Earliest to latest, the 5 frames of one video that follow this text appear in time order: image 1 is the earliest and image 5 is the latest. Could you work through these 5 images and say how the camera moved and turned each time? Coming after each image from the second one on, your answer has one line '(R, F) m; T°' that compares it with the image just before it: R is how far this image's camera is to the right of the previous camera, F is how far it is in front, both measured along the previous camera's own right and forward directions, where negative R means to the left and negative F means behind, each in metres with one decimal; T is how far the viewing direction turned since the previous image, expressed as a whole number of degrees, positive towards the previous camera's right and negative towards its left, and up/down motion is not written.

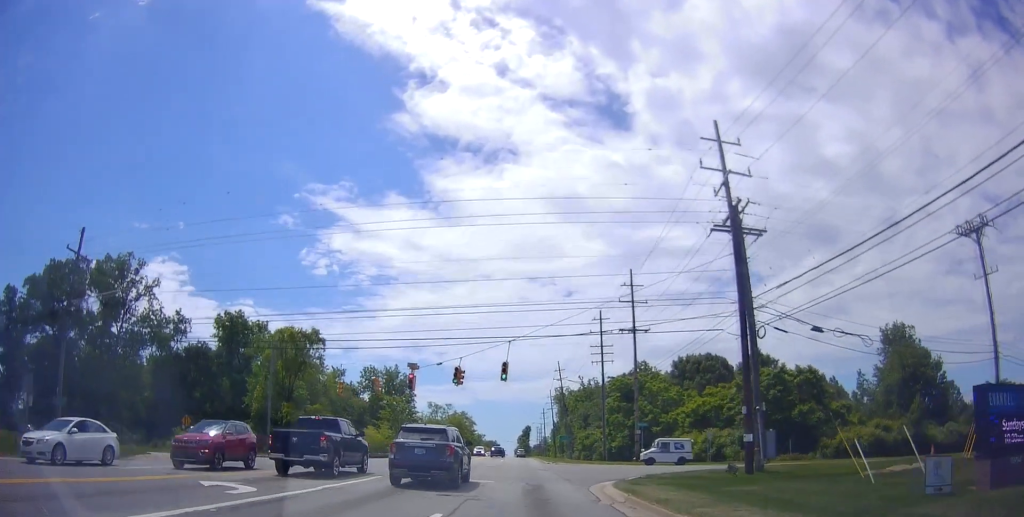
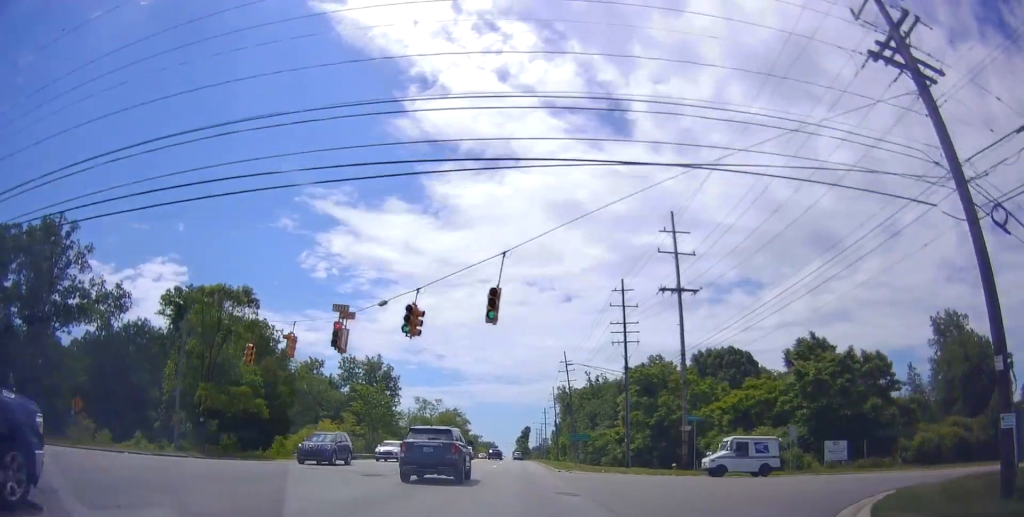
(+0.4, +16.7) m; 0°
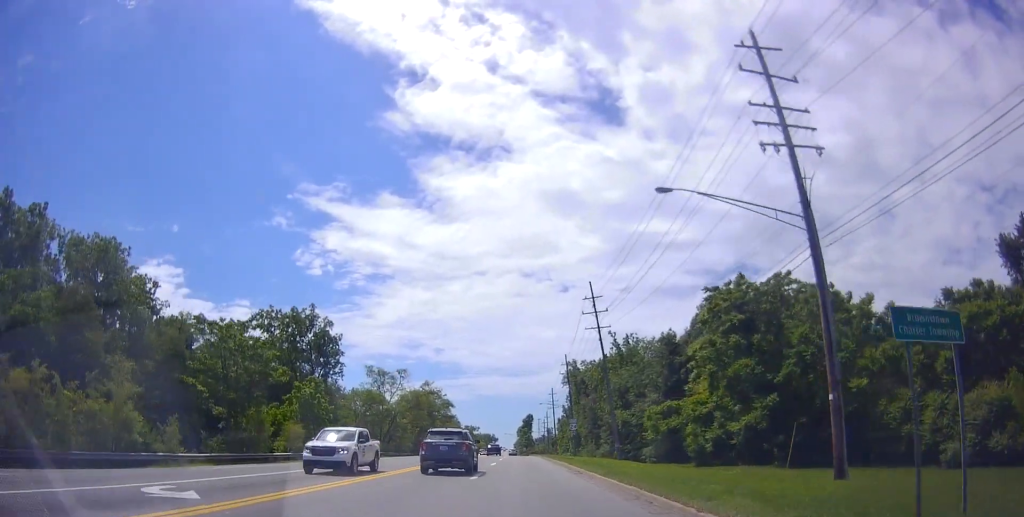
(+0.4, +39.7) m; +2°
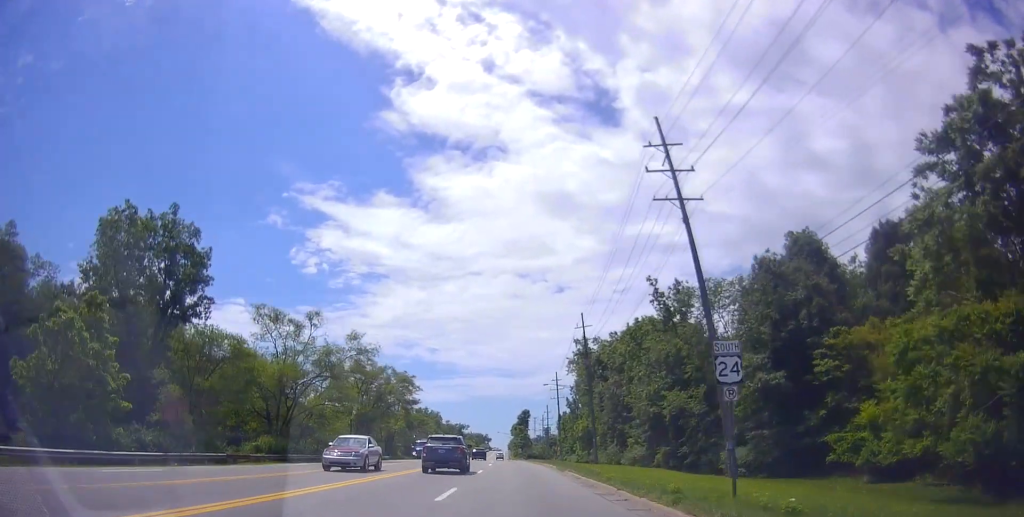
(-0.6, +36.8) m; -1°
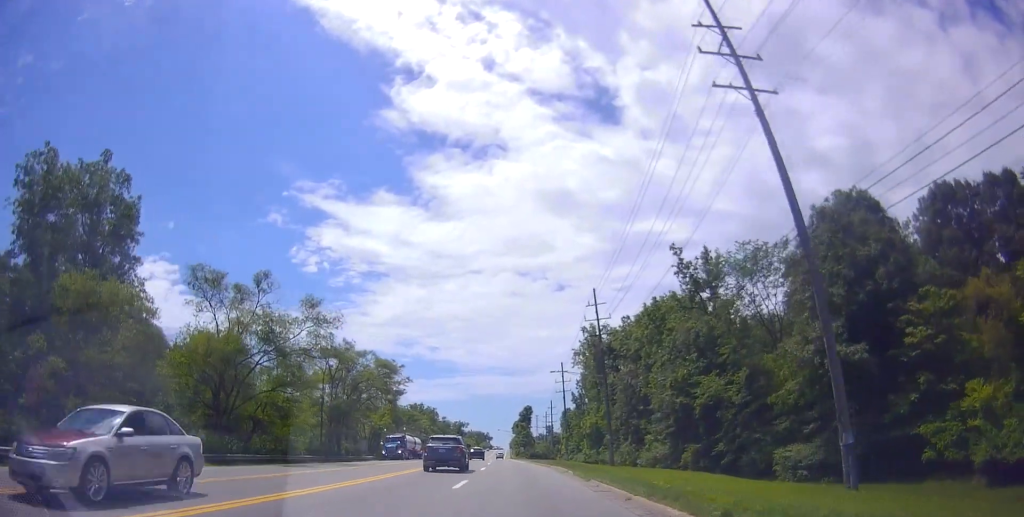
(+0.2, +11.4) m; +1°
